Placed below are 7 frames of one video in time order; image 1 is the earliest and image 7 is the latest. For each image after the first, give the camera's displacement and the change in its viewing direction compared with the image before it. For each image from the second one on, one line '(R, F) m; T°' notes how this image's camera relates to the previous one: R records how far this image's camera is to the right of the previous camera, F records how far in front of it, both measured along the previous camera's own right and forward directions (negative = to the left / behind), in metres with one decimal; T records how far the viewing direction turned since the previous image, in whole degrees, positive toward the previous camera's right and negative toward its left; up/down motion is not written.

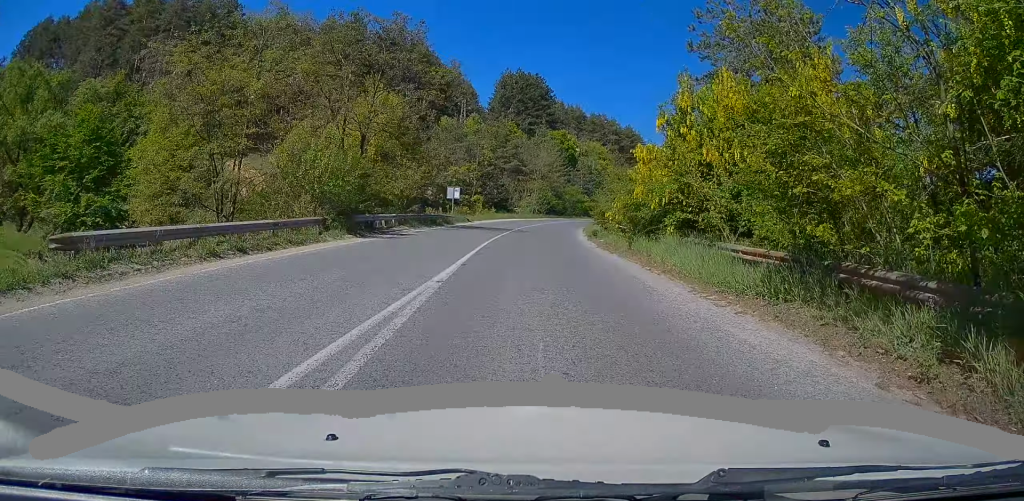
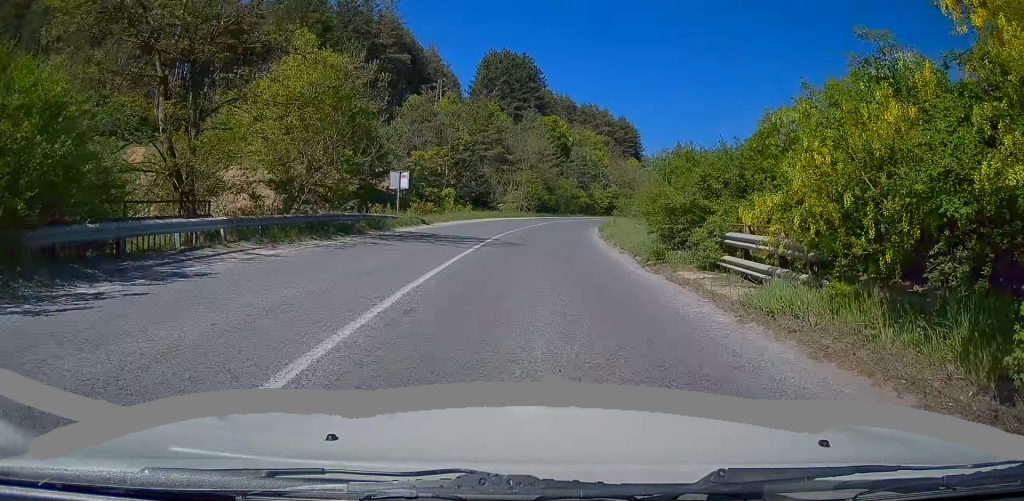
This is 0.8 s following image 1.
(+0.6, +16.2) m; 0°
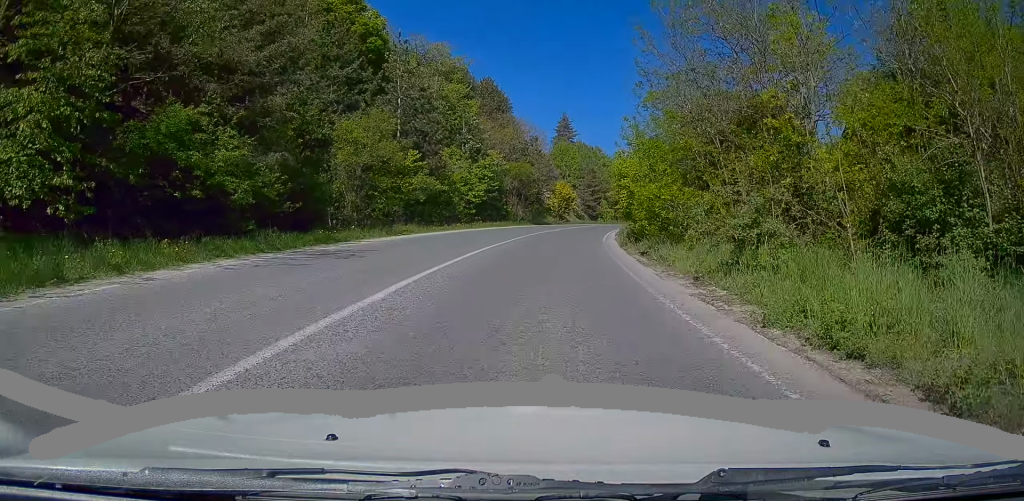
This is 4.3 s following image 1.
(+5.4, +66.9) m; +12°
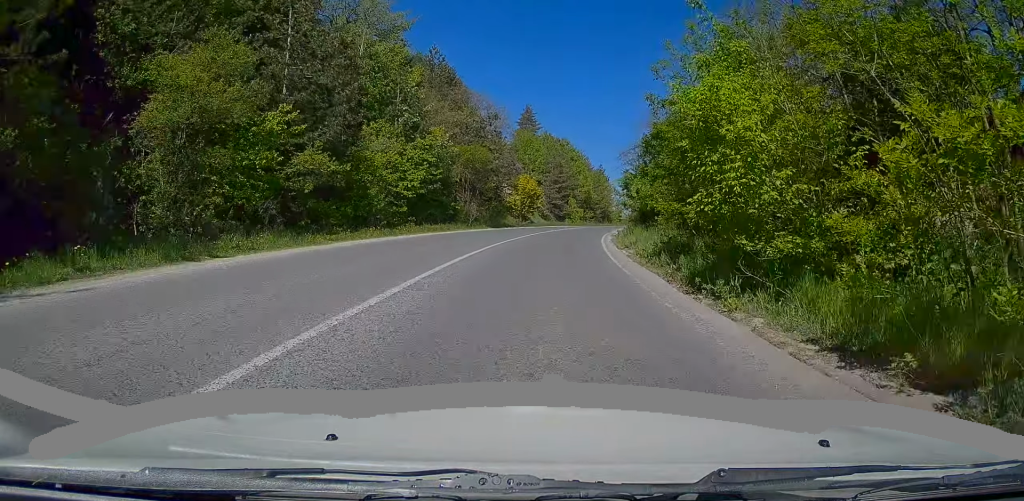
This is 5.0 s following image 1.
(+0.3, +13.4) m; +4°
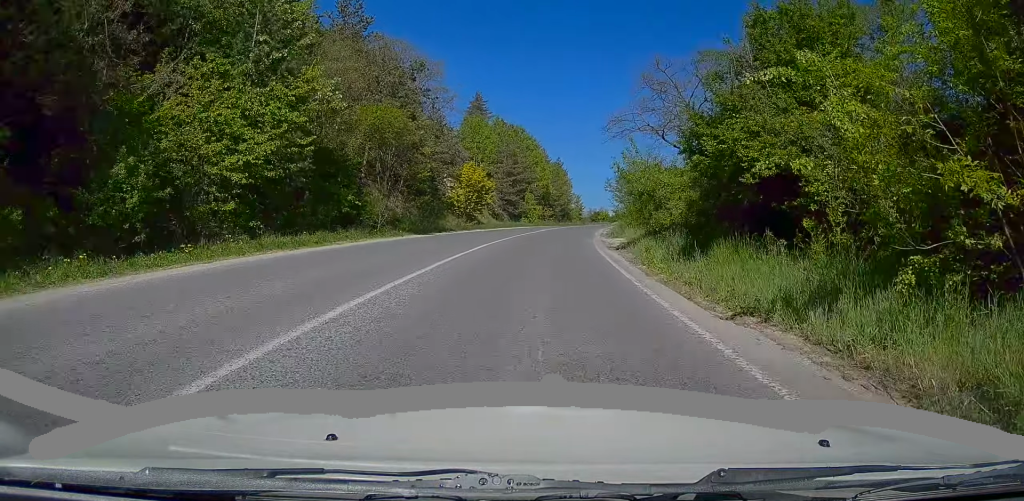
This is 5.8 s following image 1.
(+0.8, +15.4) m; +4°
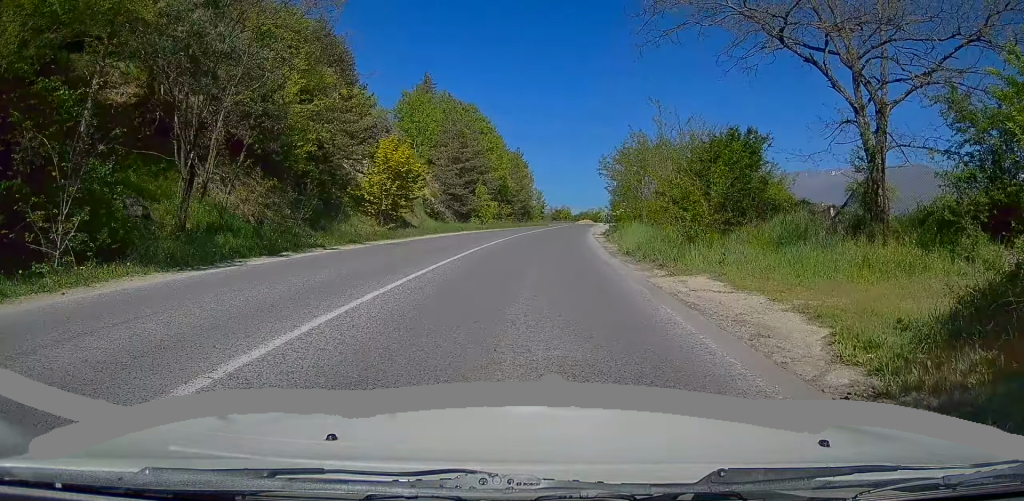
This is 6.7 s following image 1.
(+0.3, +17.9) m; +5°
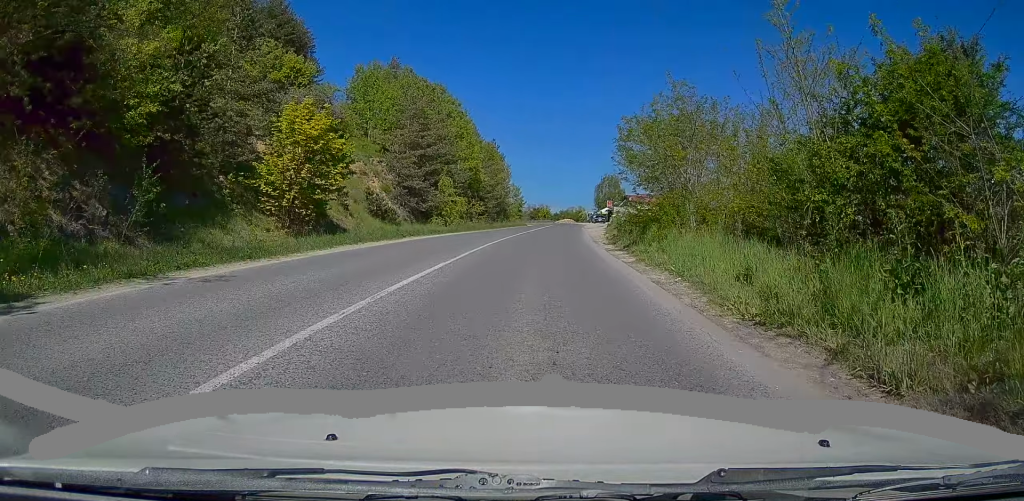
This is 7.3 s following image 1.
(+0.8, +11.7) m; +3°
